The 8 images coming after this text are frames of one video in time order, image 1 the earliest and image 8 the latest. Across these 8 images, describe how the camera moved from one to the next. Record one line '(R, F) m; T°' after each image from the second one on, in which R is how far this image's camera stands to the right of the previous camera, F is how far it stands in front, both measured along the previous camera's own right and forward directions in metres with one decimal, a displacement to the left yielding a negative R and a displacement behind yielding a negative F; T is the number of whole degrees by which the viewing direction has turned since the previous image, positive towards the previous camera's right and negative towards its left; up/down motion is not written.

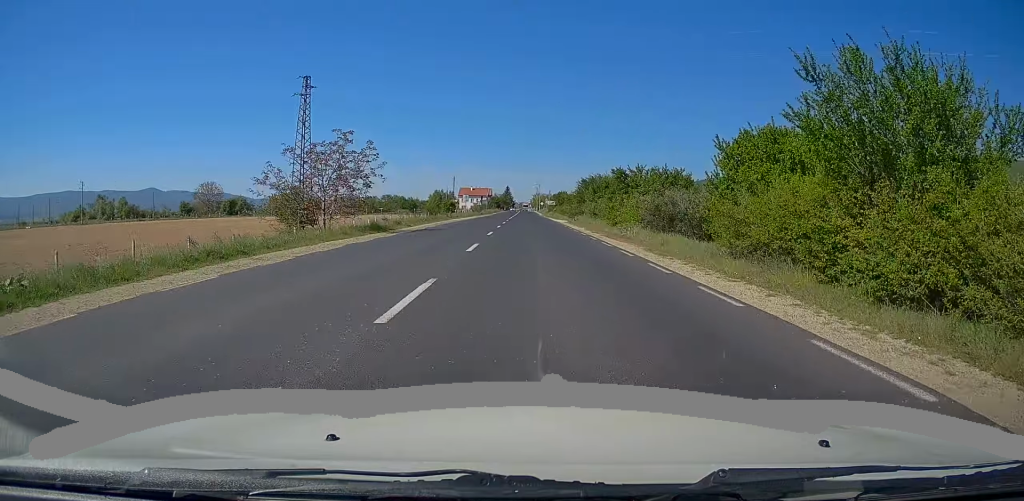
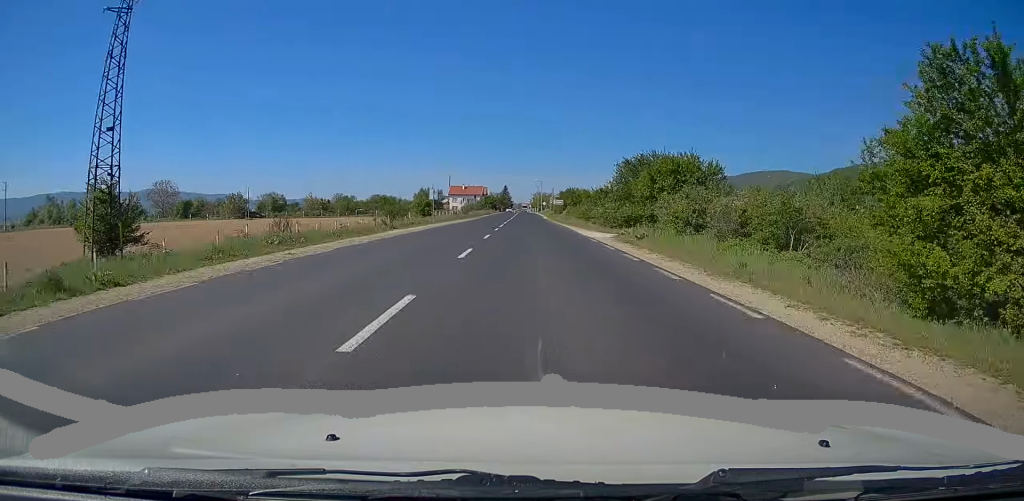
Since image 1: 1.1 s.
(+0.1, +28.5) m; 0°
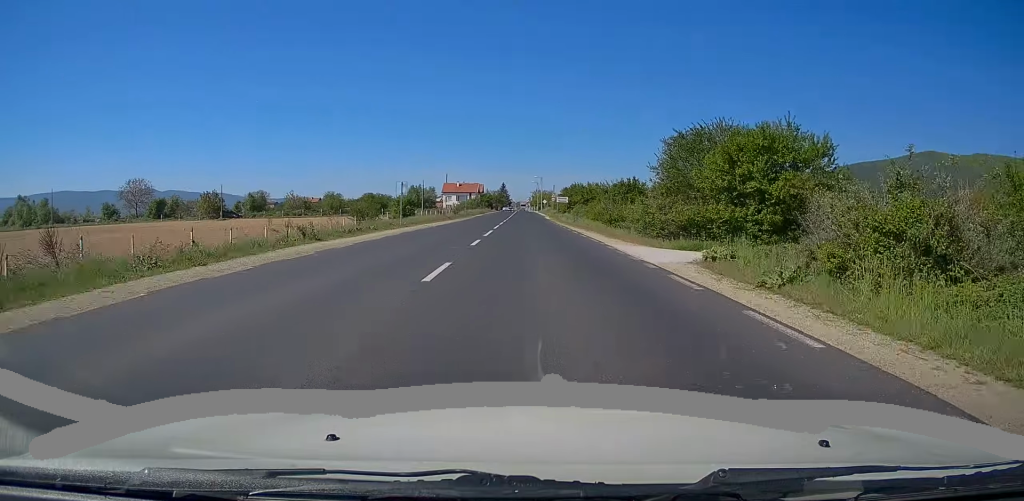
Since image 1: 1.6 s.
(+0.1, +13.3) m; 0°
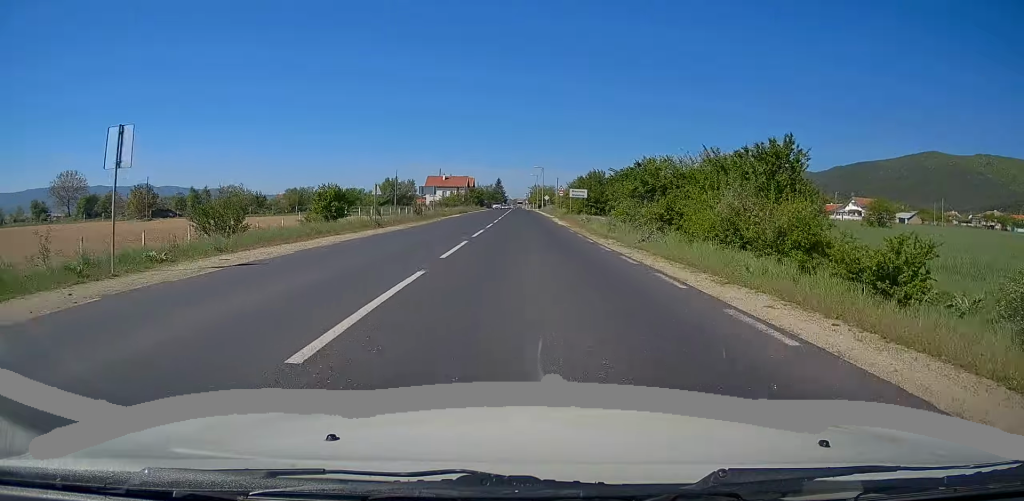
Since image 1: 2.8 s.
(-0.2, +28.8) m; 0°
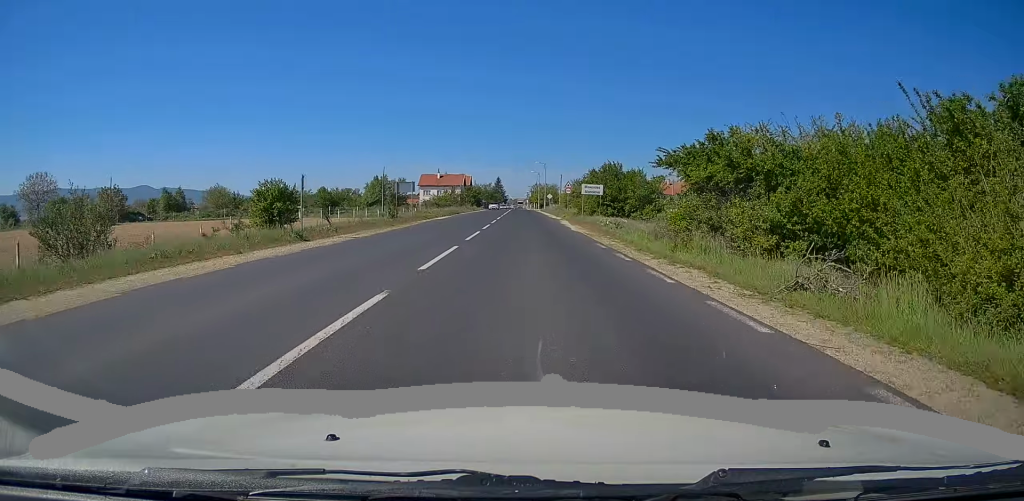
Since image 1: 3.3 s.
(0.0, +11.4) m; 0°
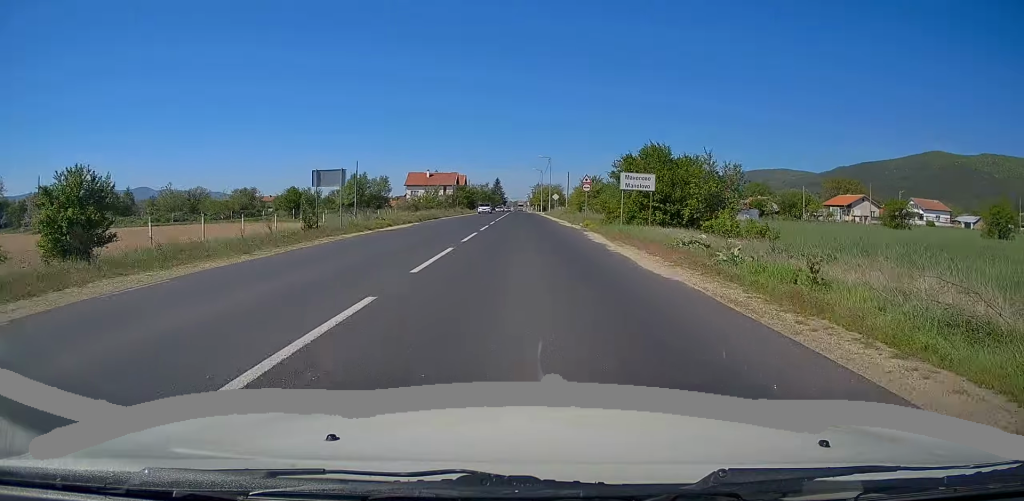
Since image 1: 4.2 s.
(0.0, +18.5) m; 0°
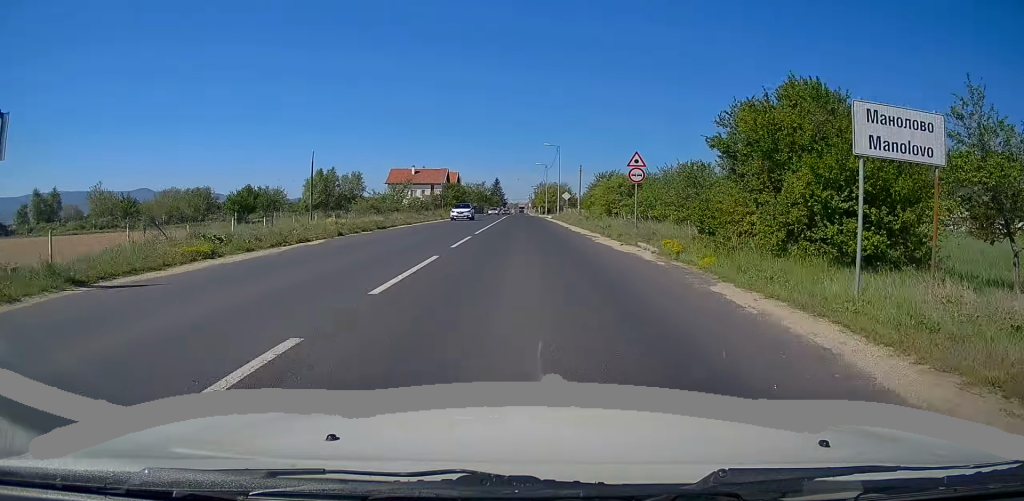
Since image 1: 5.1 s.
(-0.1, +20.5) m; 0°
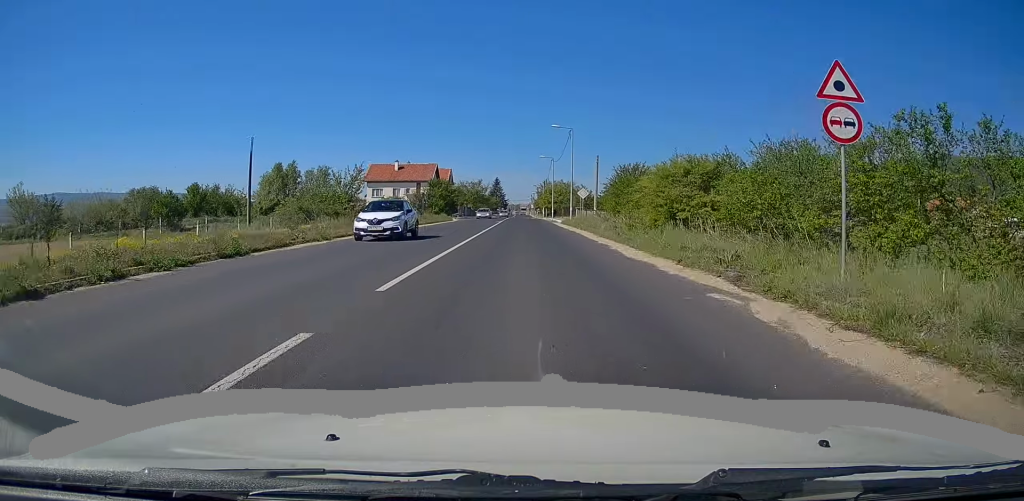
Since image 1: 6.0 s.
(0.0, +17.5) m; +1°
